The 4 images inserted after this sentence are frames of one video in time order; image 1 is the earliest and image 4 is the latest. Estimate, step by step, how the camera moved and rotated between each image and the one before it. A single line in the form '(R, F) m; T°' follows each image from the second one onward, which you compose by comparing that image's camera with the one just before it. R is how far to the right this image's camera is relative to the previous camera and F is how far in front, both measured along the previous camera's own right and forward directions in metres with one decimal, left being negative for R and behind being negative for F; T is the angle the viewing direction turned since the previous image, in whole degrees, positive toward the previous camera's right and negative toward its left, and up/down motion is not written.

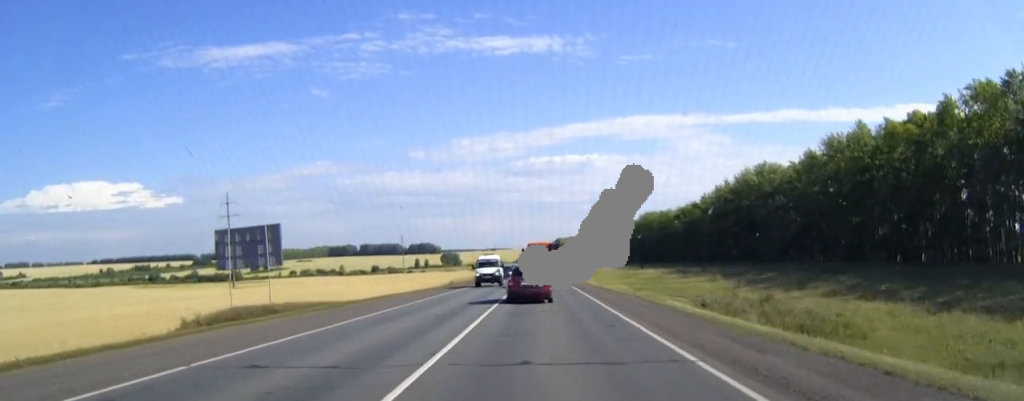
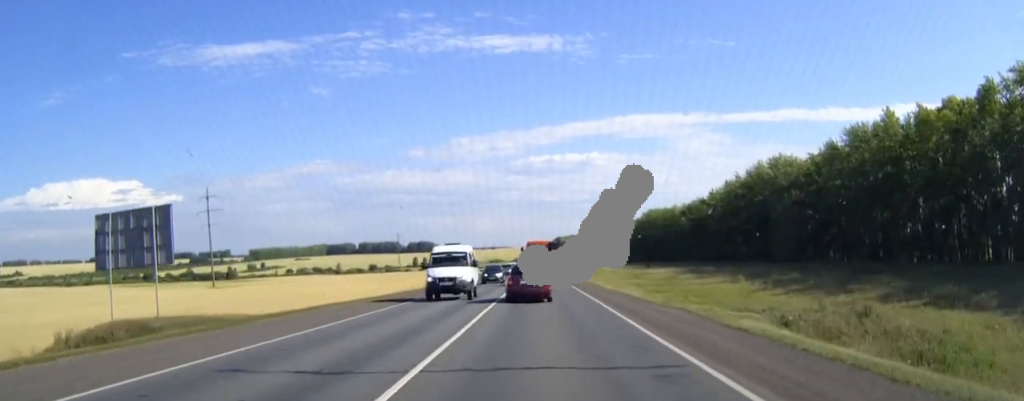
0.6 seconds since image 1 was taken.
(0.0, +11.2) m; 0°
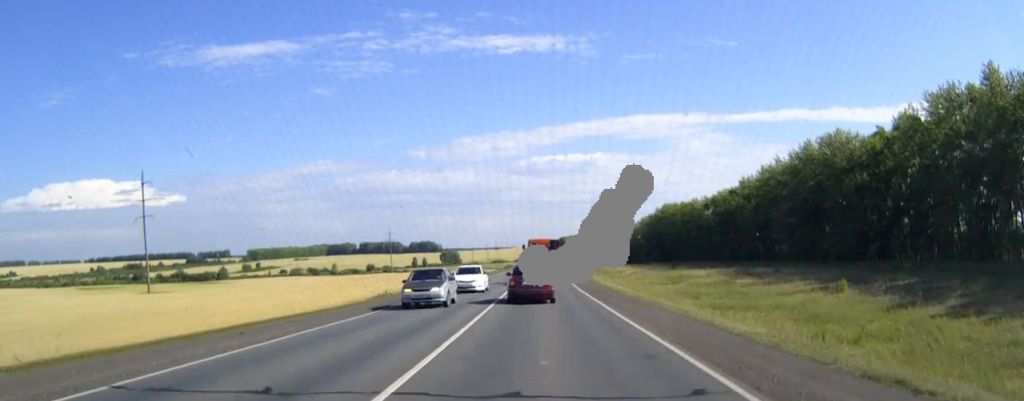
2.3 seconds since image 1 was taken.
(-0.1, +30.6) m; 0°
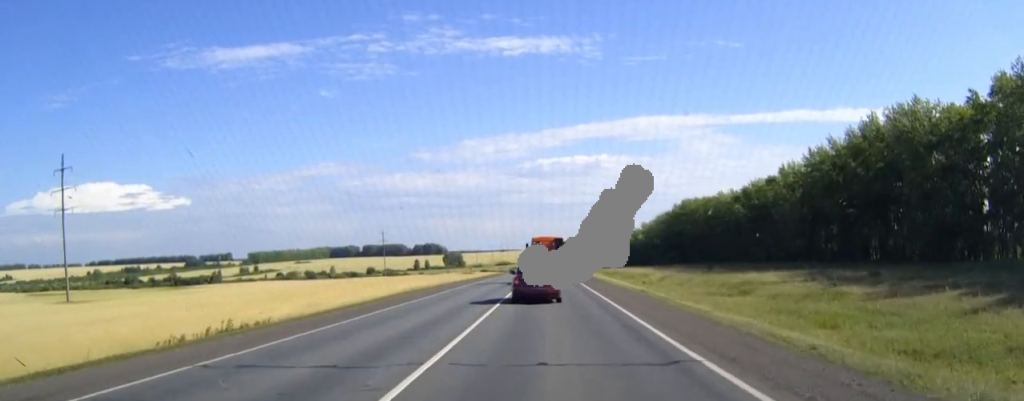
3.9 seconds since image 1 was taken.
(-0.1, +28.2) m; 0°
